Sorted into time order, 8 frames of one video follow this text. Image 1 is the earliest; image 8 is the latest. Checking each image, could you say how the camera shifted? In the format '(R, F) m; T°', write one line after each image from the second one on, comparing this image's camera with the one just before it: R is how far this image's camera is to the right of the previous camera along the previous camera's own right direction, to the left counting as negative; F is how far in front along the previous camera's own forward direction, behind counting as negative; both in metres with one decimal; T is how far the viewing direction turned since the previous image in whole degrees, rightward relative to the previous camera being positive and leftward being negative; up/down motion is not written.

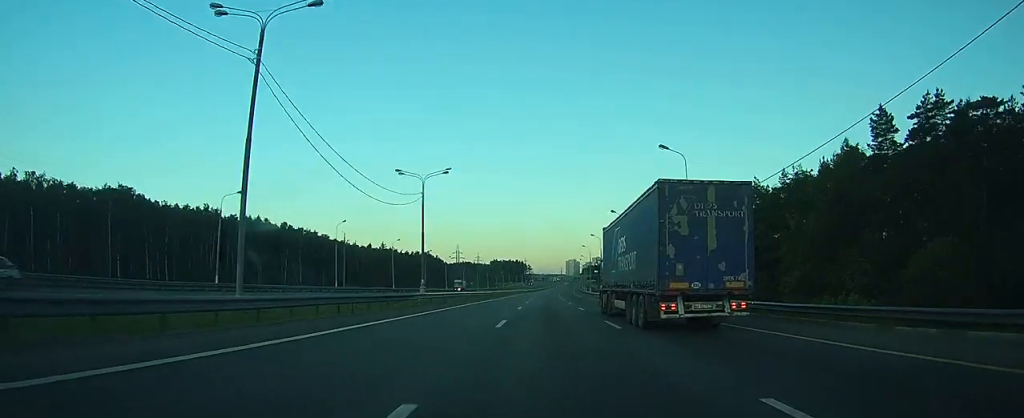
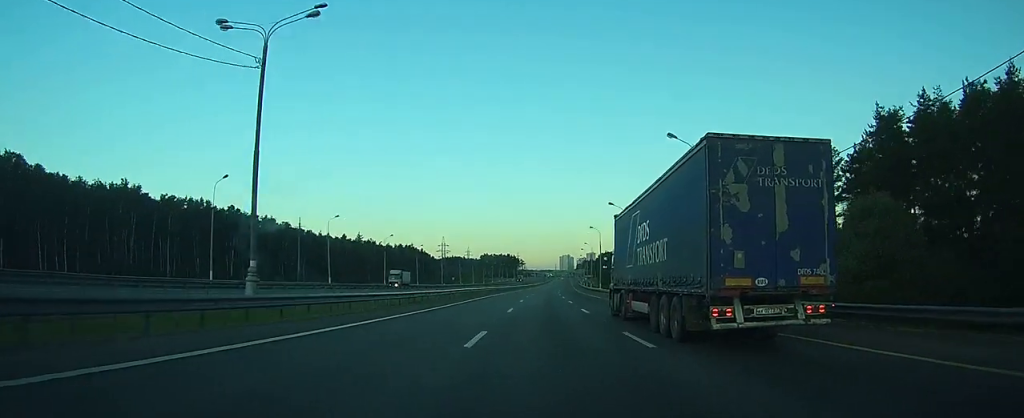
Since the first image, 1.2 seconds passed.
(+0.4, +38.4) m; +1°
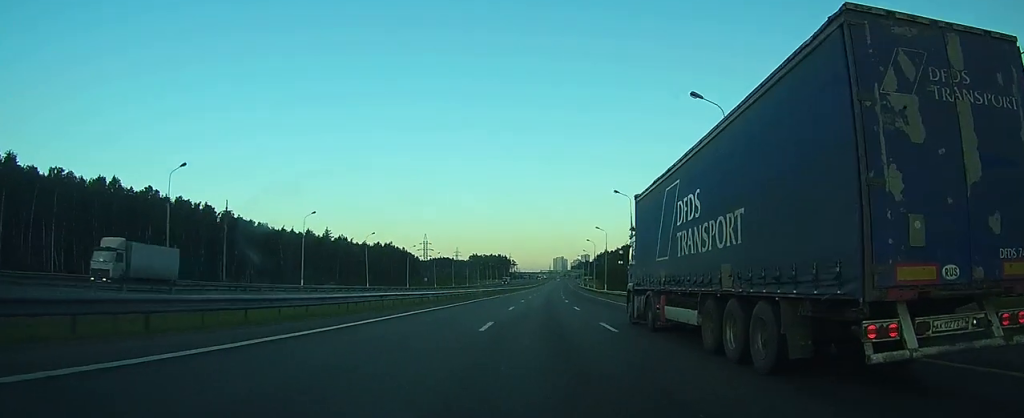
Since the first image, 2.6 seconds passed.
(+0.3, +43.8) m; +1°
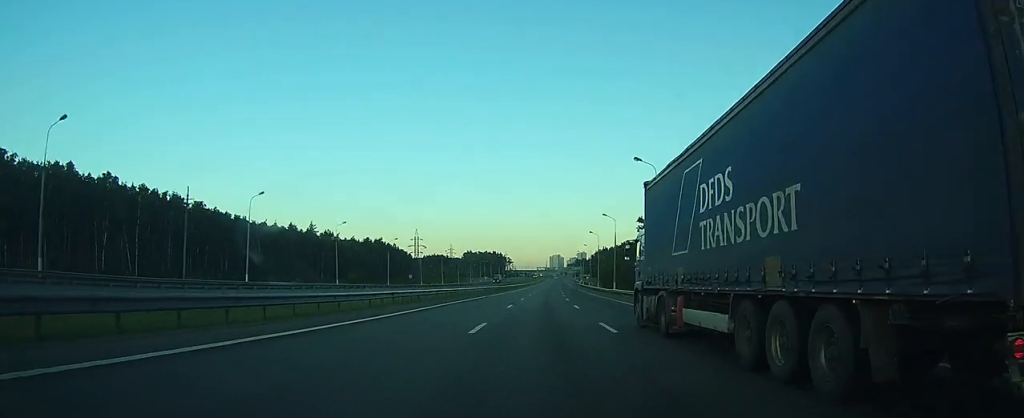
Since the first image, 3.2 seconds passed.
(+0.2, +16.8) m; 0°
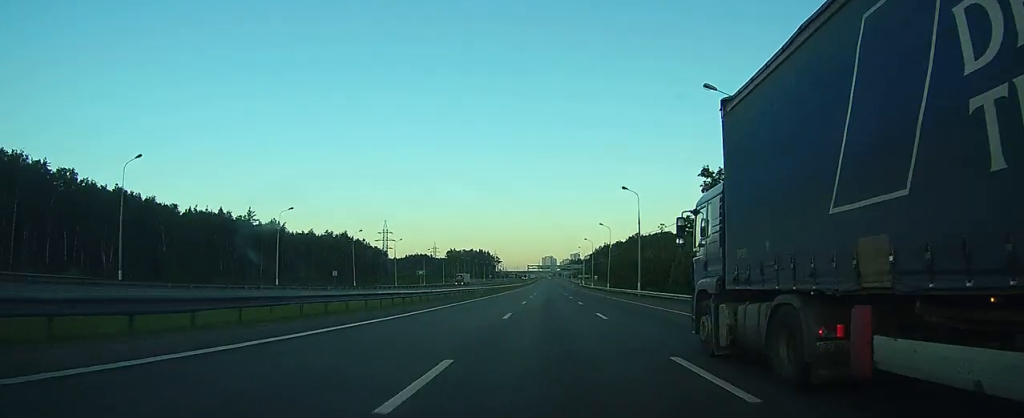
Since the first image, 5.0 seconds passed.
(+0.5, +57.7) m; +1°
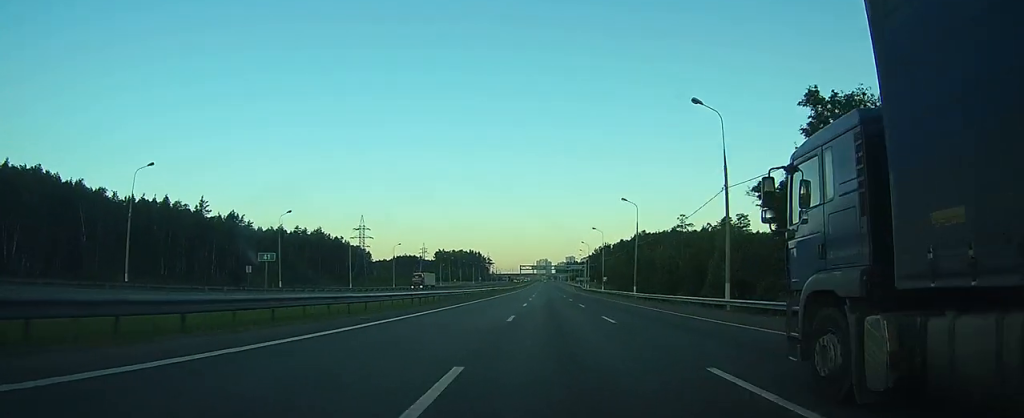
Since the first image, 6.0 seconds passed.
(0.0, +32.6) m; 0°
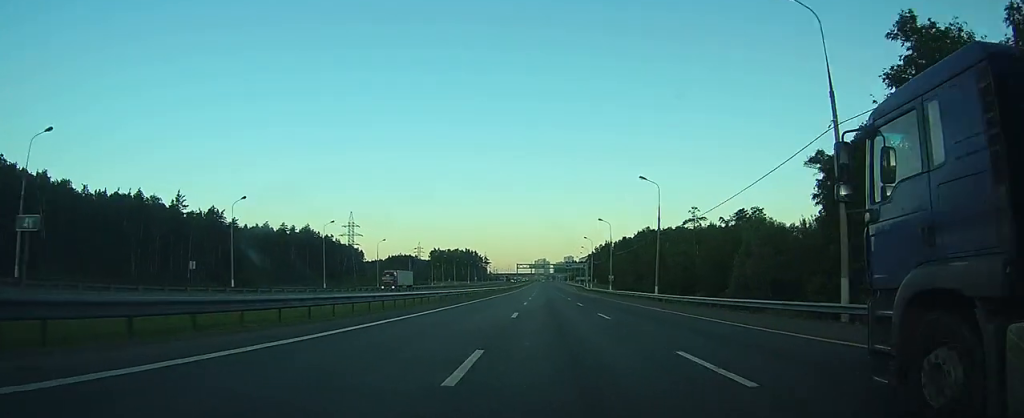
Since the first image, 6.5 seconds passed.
(0.0, +13.7) m; 0°
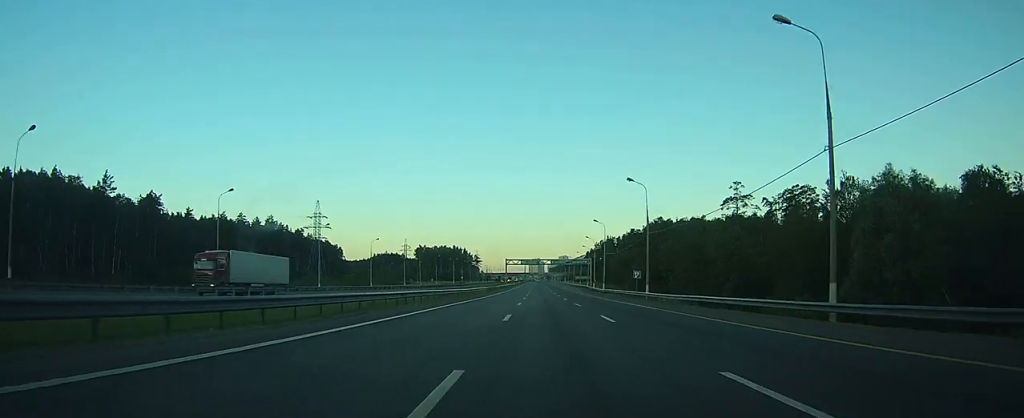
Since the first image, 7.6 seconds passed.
(+0.3, +34.6) m; +1°
